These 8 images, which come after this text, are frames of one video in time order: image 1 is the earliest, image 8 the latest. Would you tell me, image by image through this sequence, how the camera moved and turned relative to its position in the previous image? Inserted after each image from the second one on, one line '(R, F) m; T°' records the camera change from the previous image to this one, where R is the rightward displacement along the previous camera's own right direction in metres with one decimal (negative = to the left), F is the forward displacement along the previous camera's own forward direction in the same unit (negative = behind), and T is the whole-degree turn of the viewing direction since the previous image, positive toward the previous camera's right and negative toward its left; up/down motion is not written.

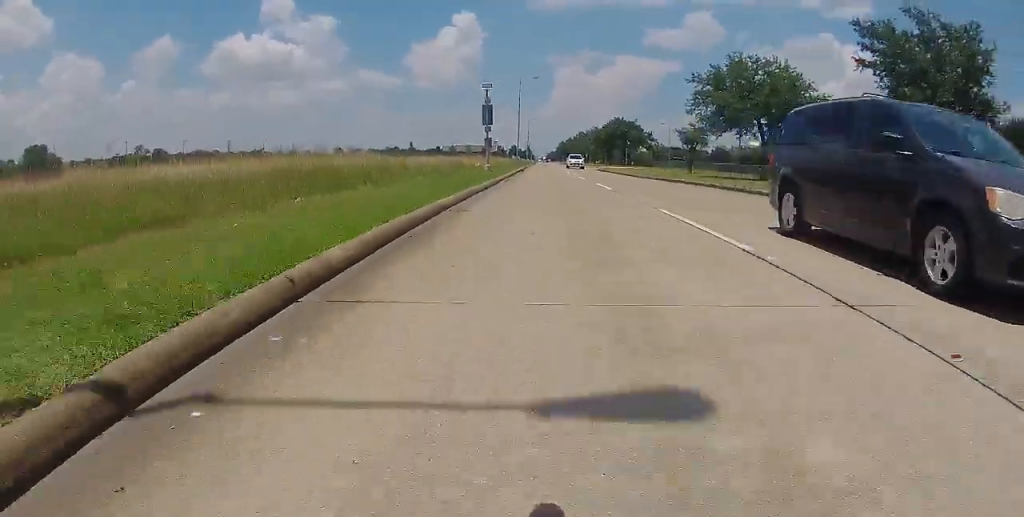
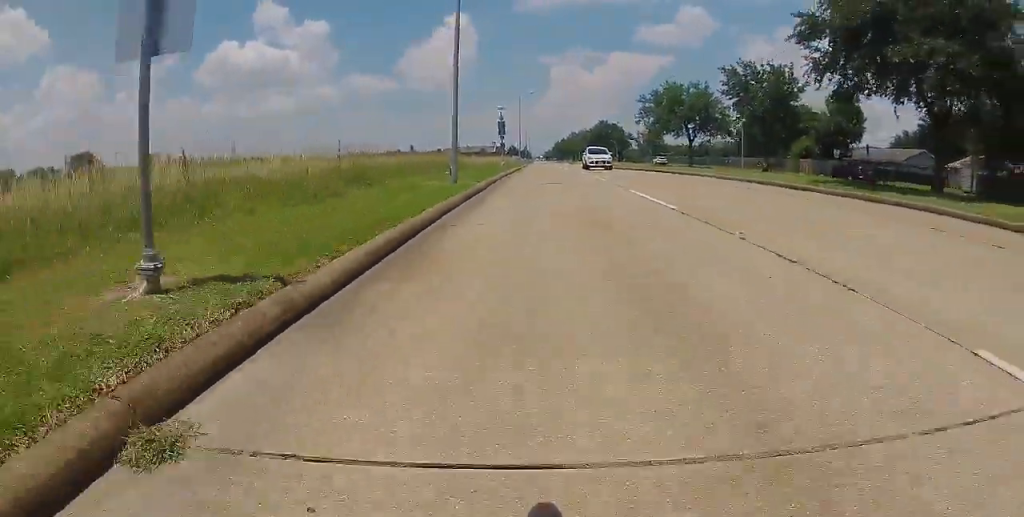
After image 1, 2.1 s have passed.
(-0.4, +16.1) m; -3°
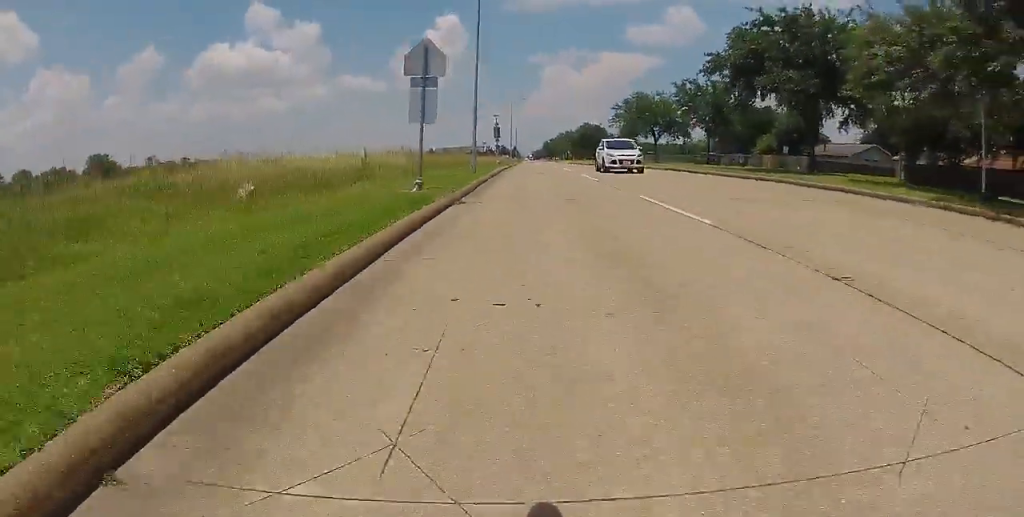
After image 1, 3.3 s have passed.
(-0.1, +9.5) m; +1°
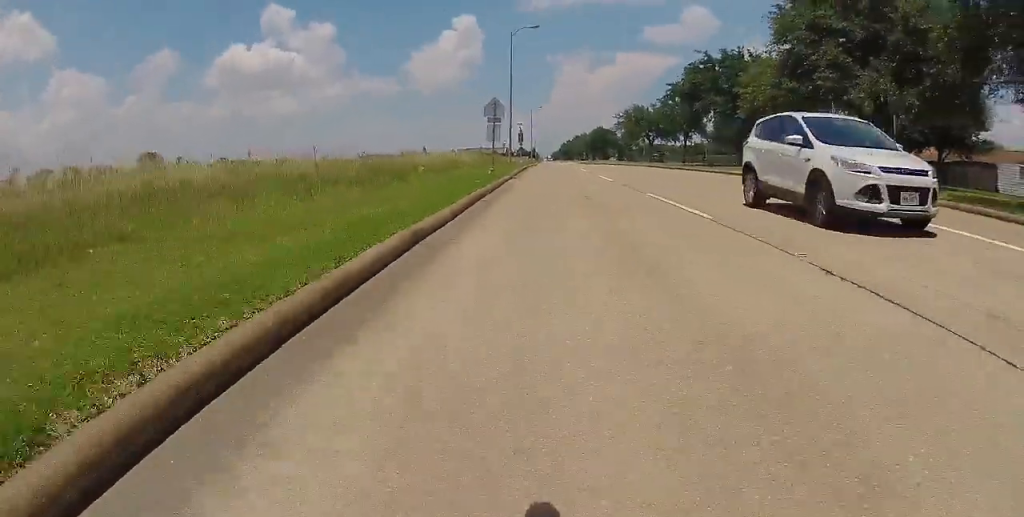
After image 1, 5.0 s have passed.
(+0.4, +13.2) m; +2°
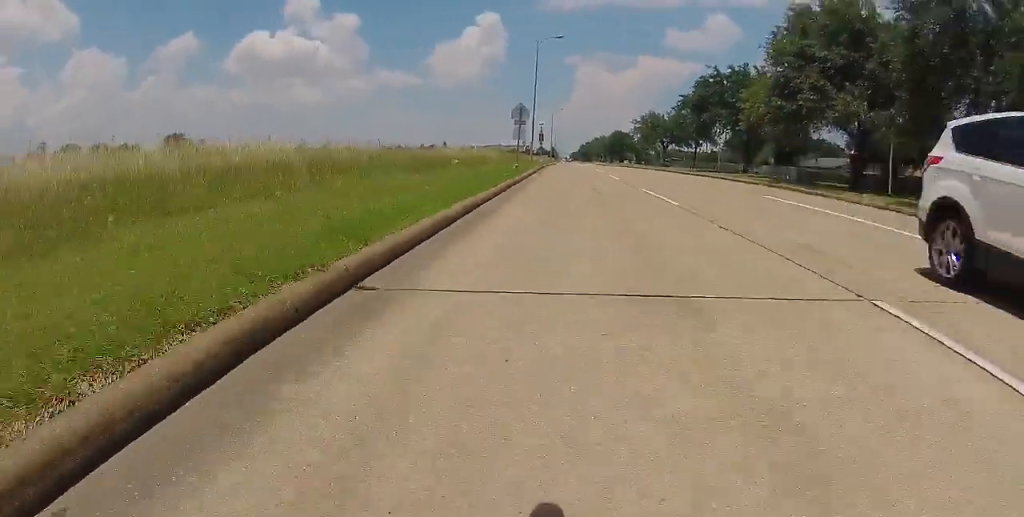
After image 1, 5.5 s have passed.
(0.0, +3.6) m; 0°
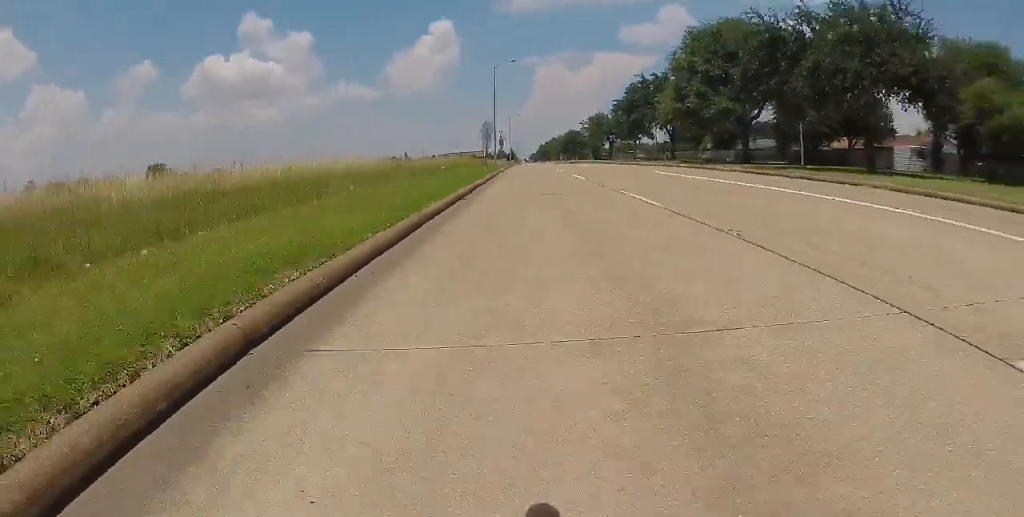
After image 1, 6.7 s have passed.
(0.0, +9.5) m; 0°
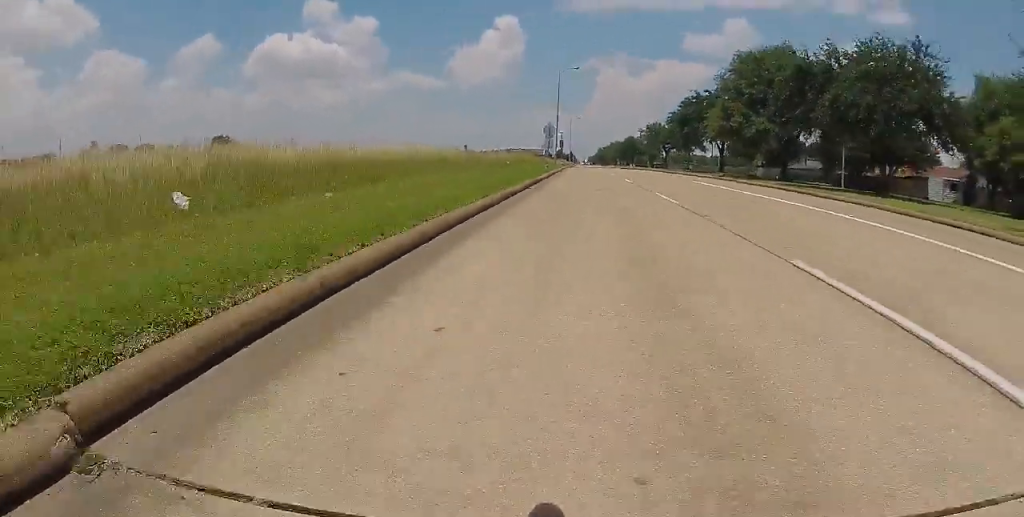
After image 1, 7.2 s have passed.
(0.0, +3.6) m; 0°
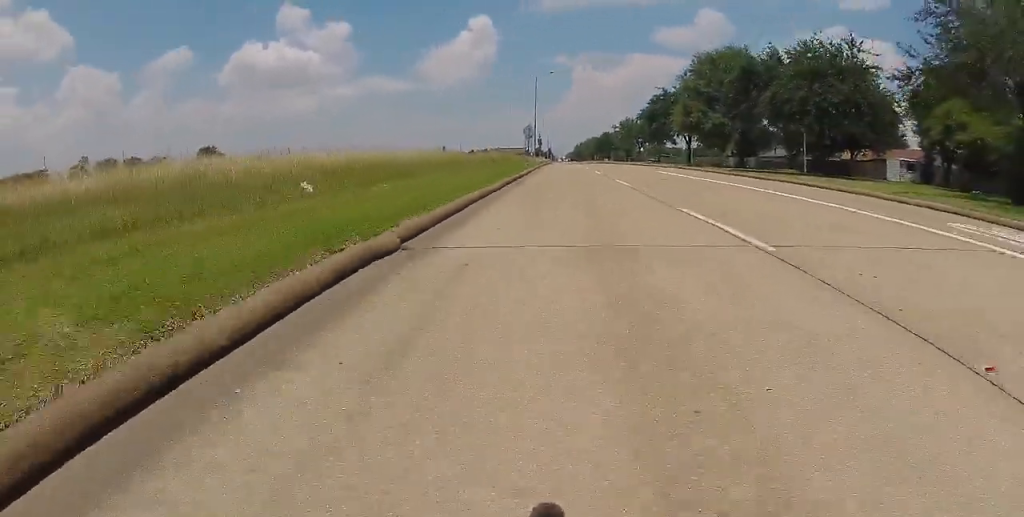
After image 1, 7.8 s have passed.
(0.0, +4.4) m; 0°
